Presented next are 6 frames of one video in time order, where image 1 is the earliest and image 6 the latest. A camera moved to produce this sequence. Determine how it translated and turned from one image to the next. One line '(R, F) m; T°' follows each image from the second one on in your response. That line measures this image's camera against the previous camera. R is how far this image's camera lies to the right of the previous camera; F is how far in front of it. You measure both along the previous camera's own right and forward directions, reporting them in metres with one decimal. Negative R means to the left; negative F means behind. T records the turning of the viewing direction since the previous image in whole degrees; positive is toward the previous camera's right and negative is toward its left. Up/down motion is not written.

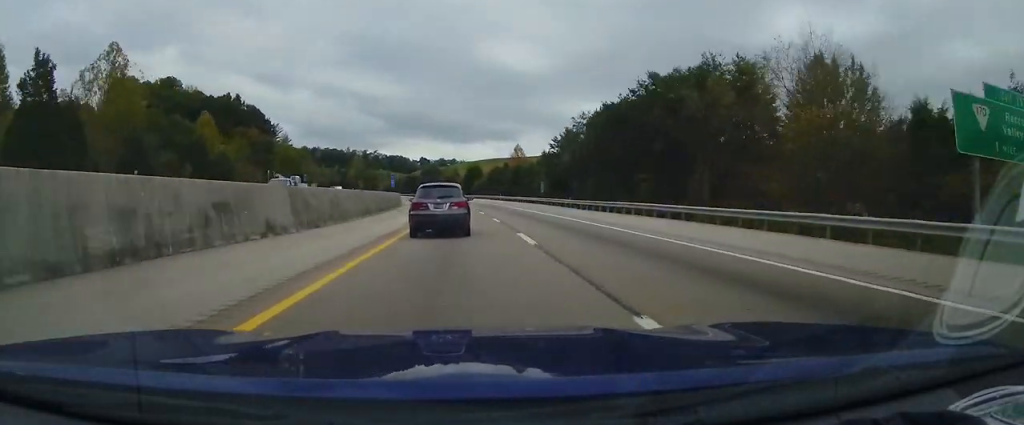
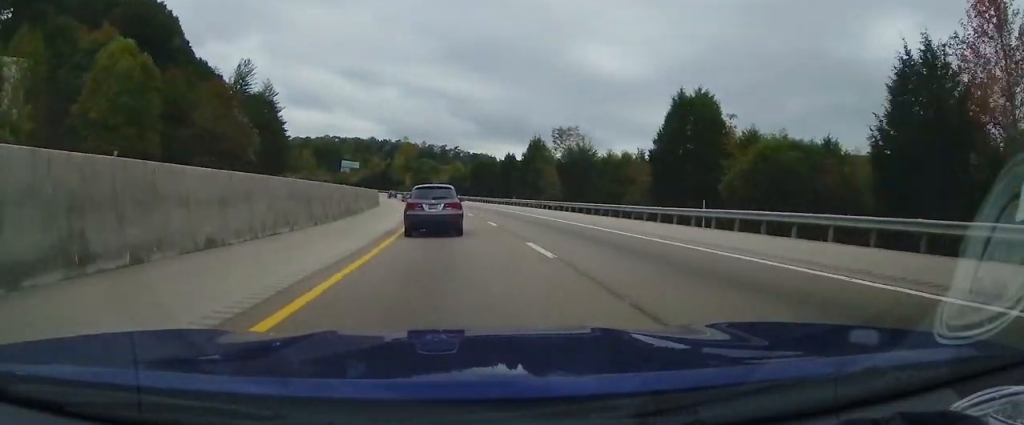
(-8.5, +115.1) m; -12°
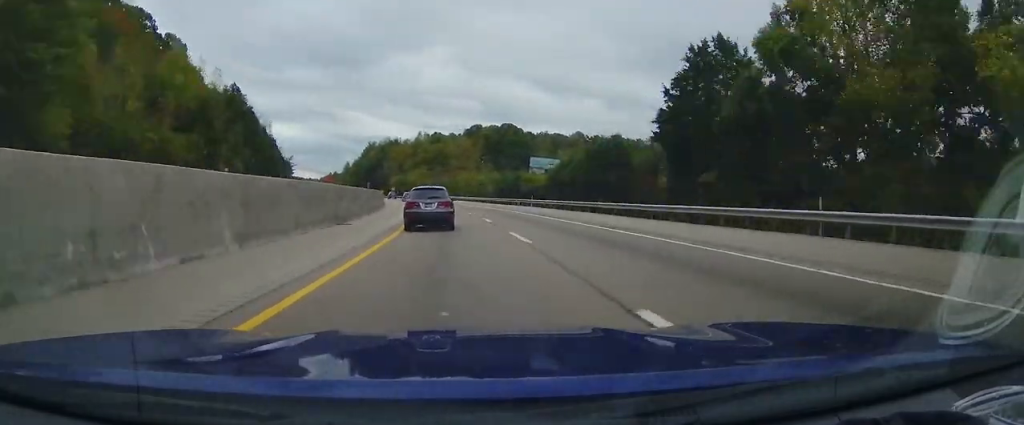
(-36.2, +178.8) m; -20°
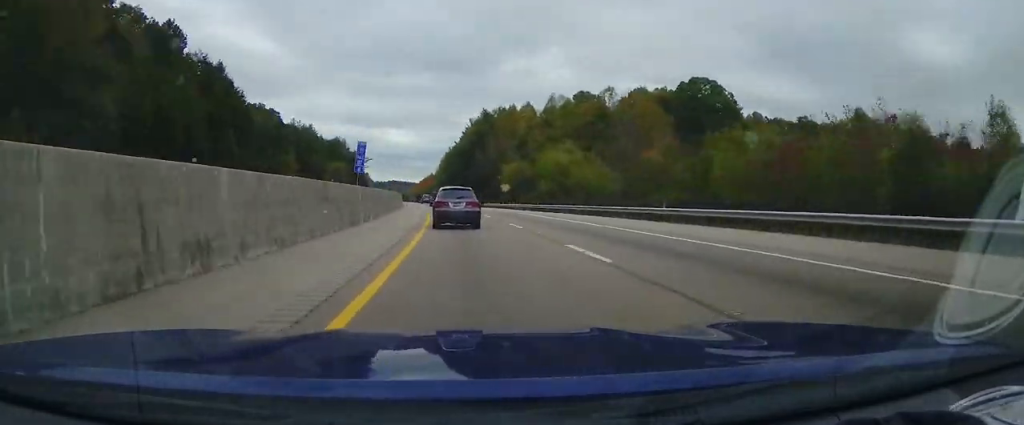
(-10.8, +113.4) m; -8°
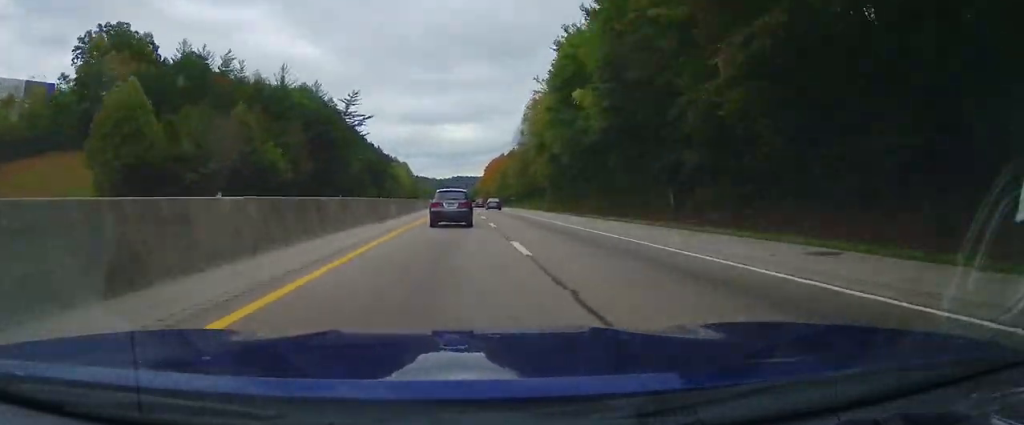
(-7.8, +144.3) m; -4°
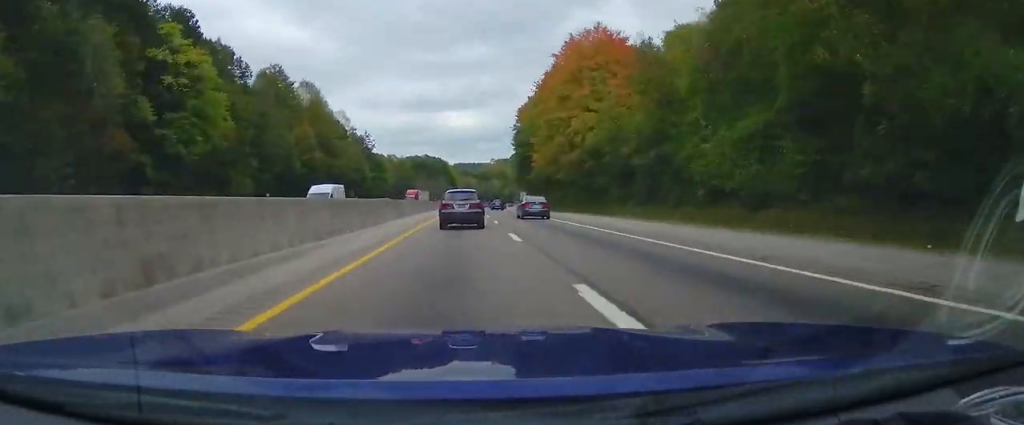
(-0.2, +178.9) m; +2°
